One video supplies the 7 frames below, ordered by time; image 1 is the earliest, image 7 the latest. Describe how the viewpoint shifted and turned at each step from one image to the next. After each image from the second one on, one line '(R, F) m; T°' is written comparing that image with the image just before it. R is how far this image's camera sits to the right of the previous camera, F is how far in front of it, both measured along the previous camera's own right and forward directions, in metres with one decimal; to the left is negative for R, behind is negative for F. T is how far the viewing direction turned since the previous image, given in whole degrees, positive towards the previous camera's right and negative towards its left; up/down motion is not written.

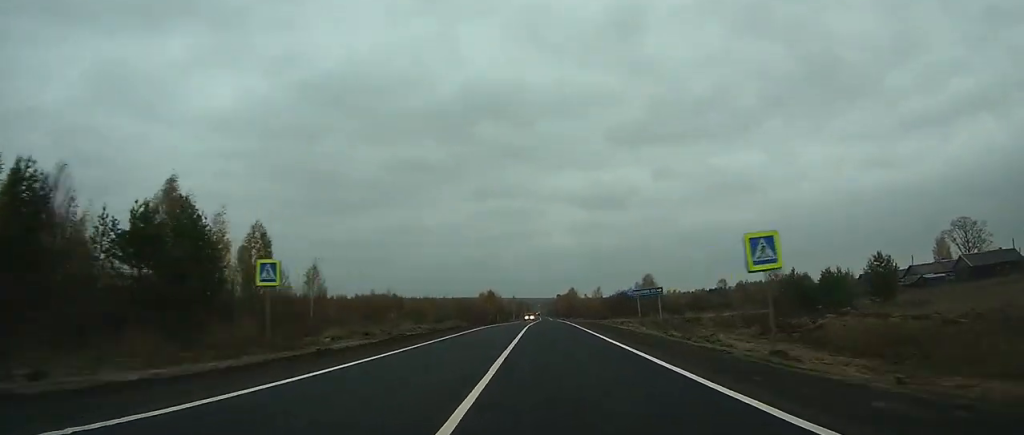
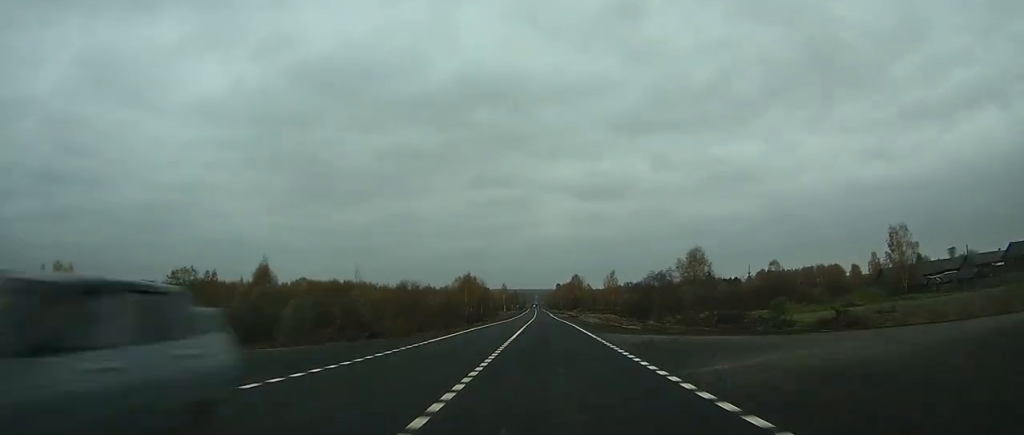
(+0.2, +68.8) m; 0°
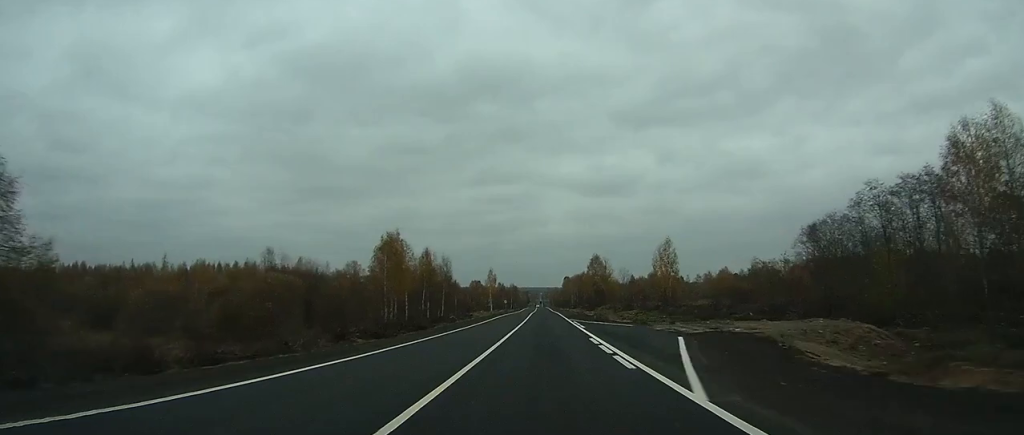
(+0.1, +95.0) m; 0°
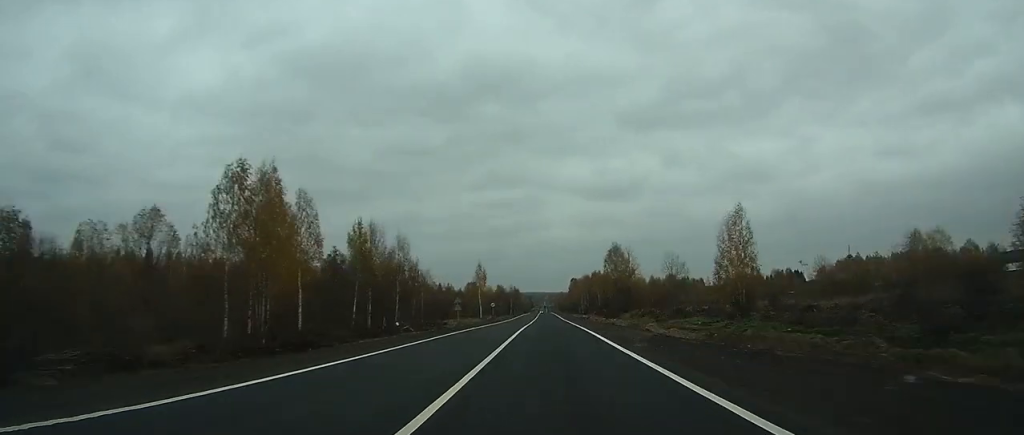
(+0.1, +48.8) m; 0°
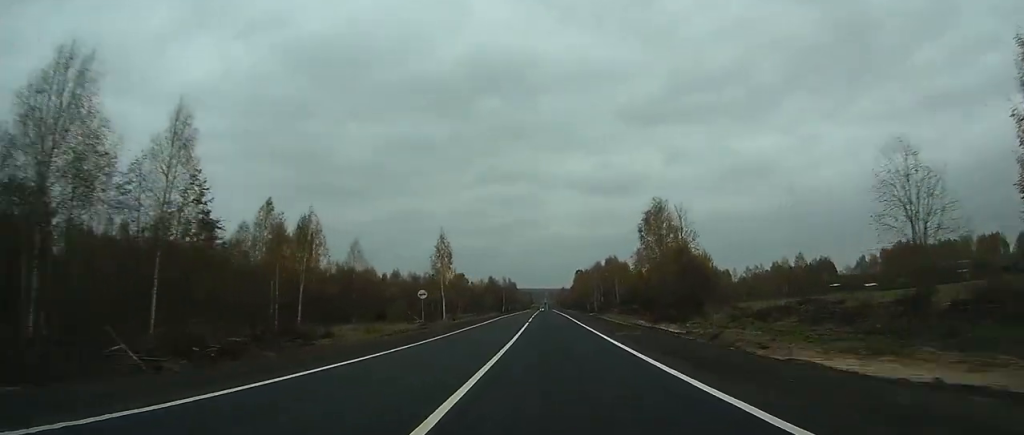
(-0.3, +62.9) m; 0°
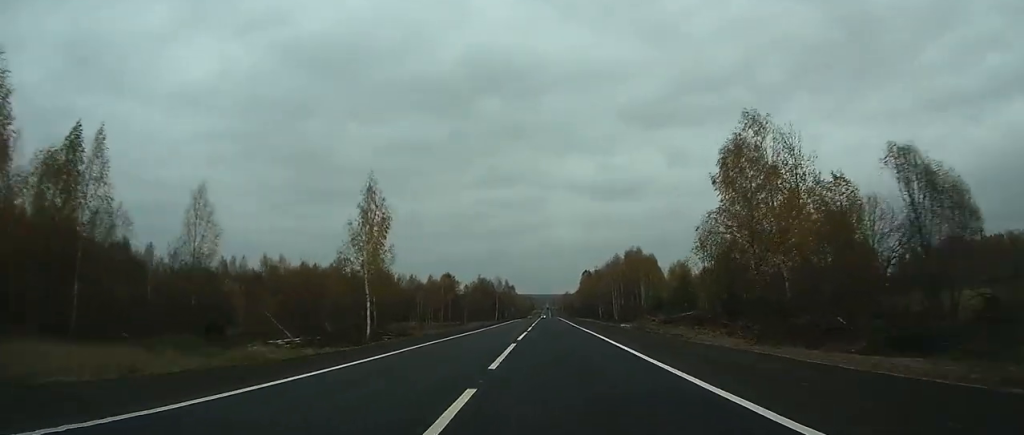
(+0.1, +46.3) m; 0°
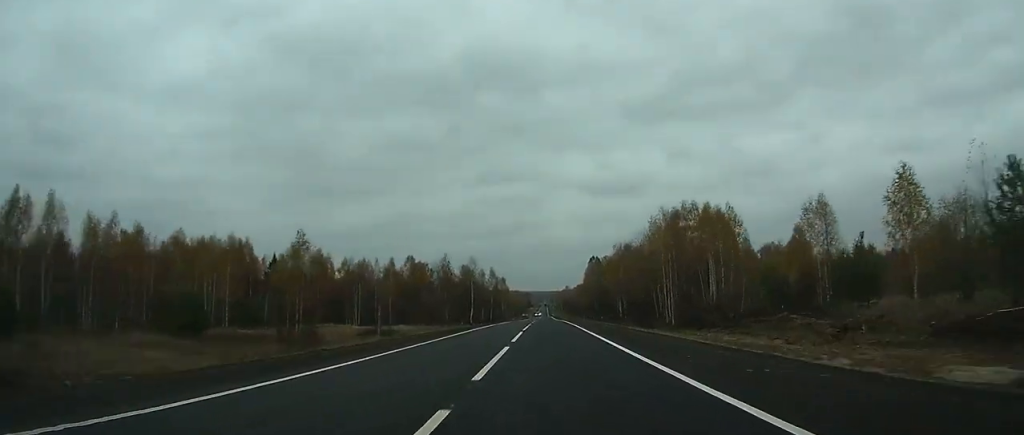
(+0.2, +61.9) m; 0°
